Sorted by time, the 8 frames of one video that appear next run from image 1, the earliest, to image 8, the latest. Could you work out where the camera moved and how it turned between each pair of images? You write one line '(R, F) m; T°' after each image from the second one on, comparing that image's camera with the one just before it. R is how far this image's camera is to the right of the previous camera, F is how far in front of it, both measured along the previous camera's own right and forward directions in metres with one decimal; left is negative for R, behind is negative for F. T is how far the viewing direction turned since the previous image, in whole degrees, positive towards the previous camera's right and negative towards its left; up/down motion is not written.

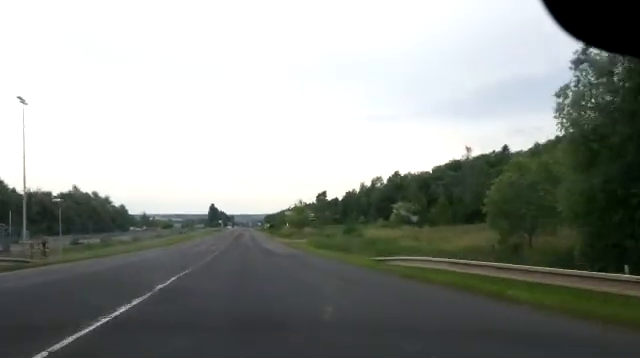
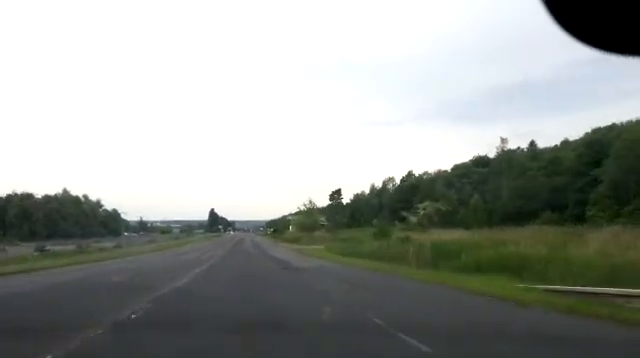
(+0.3, +13.5) m; 0°
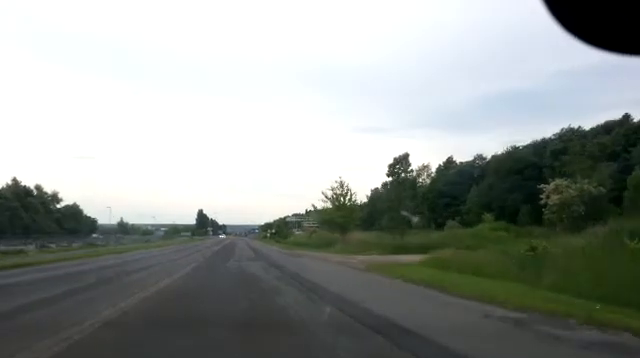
(-0.9, +36.3) m; -2°
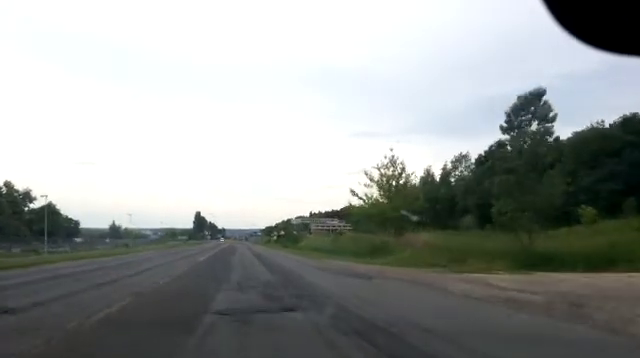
(+0.1, +20.7) m; +2°
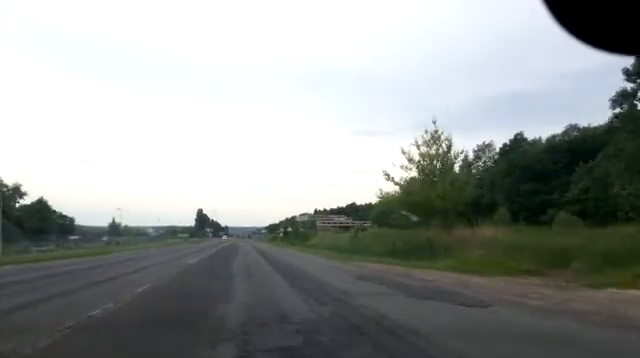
(+0.2, +8.5) m; 0°
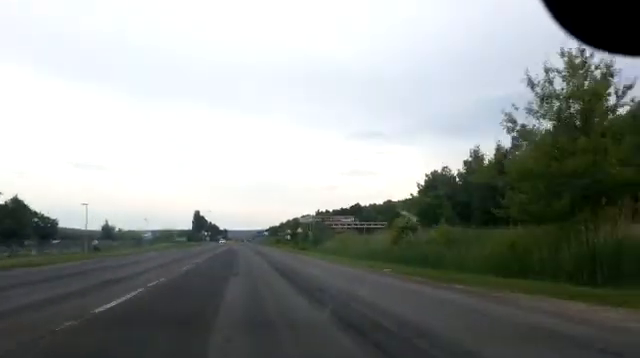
(0.0, +14.2) m; 0°
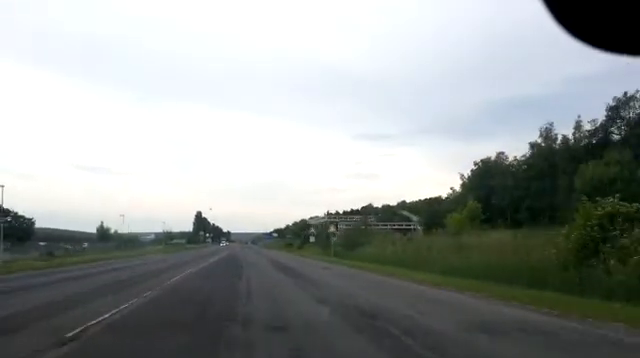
(-0.4, +20.4) m; -1°
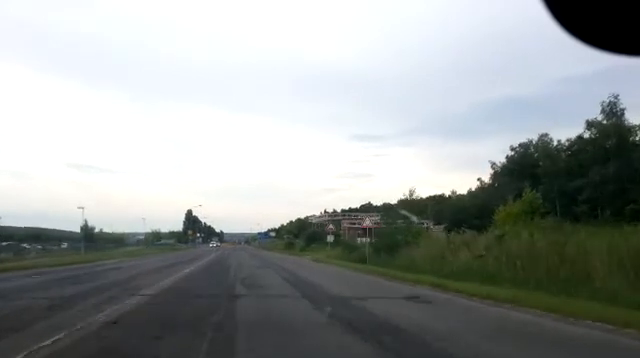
(0.0, +14.5) m; +1°
